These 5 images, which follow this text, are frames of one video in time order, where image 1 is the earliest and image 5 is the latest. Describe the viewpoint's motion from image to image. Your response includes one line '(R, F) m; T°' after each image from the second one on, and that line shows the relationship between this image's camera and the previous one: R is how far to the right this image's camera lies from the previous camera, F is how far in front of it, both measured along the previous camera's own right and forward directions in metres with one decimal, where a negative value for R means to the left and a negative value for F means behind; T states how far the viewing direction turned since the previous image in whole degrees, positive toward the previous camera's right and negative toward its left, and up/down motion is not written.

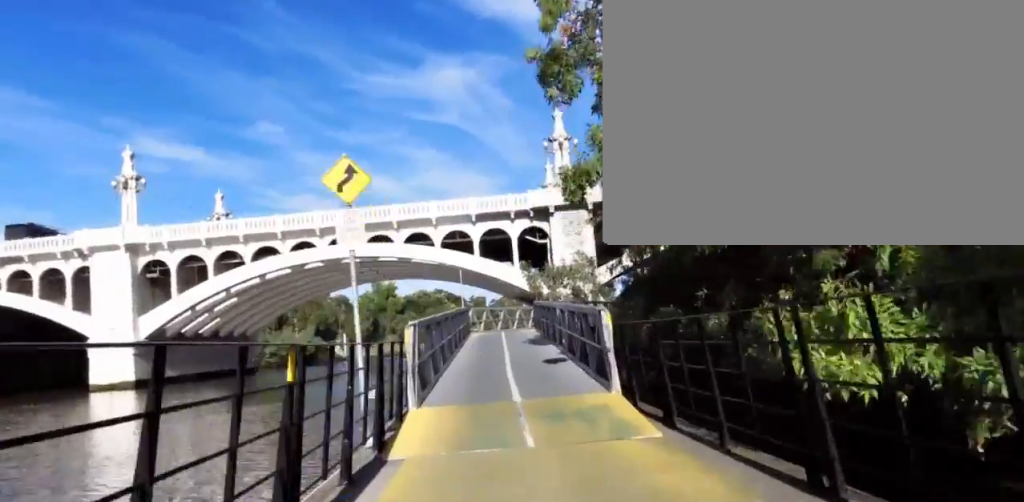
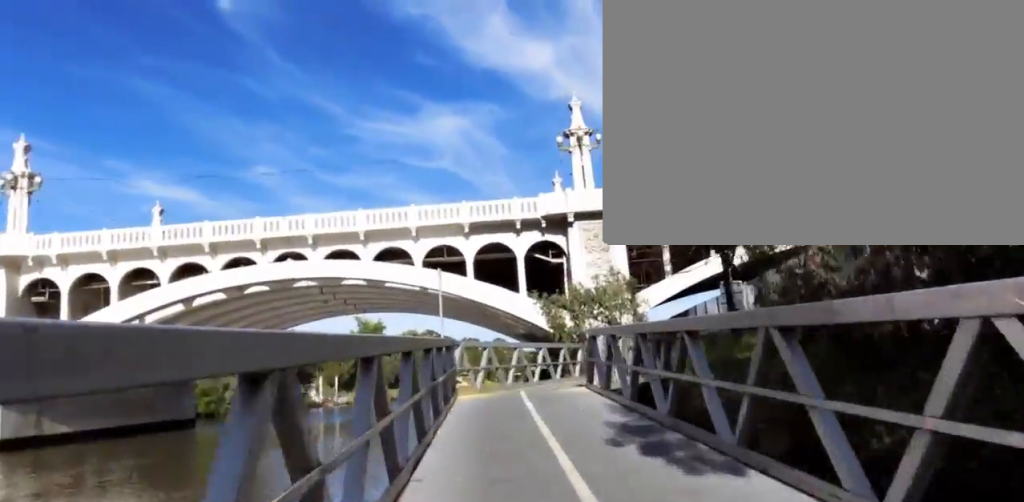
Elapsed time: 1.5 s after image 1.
(0.0, +12.7) m; 0°
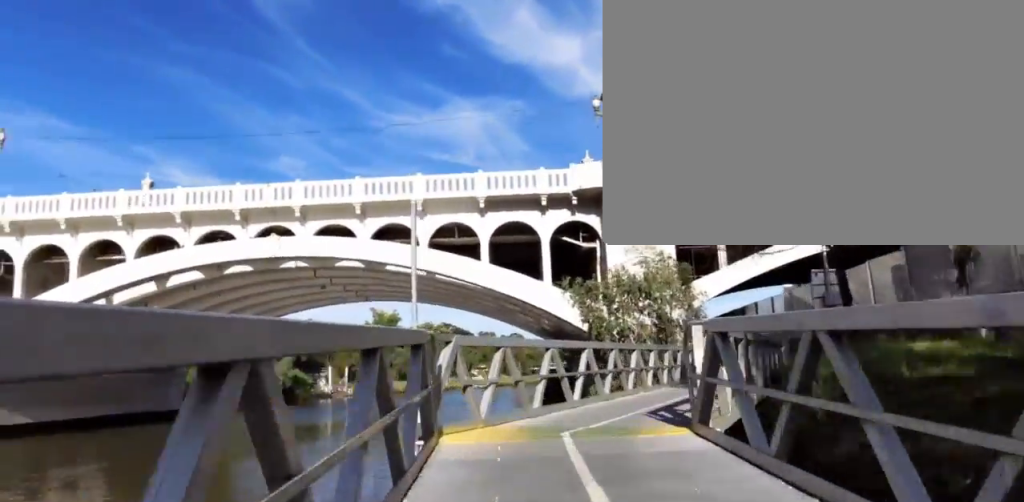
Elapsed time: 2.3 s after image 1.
(0.0, +6.0) m; 0°
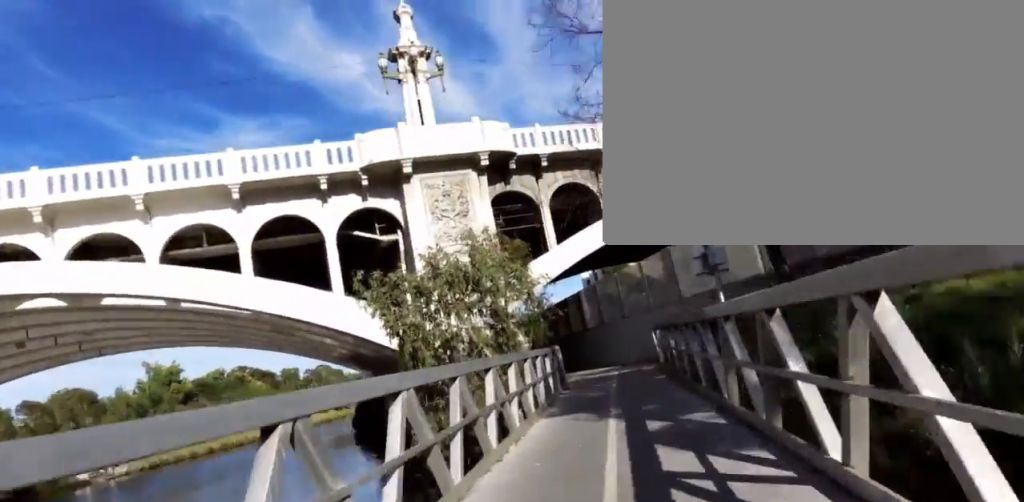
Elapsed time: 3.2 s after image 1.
(0.0, +5.5) m; +14°
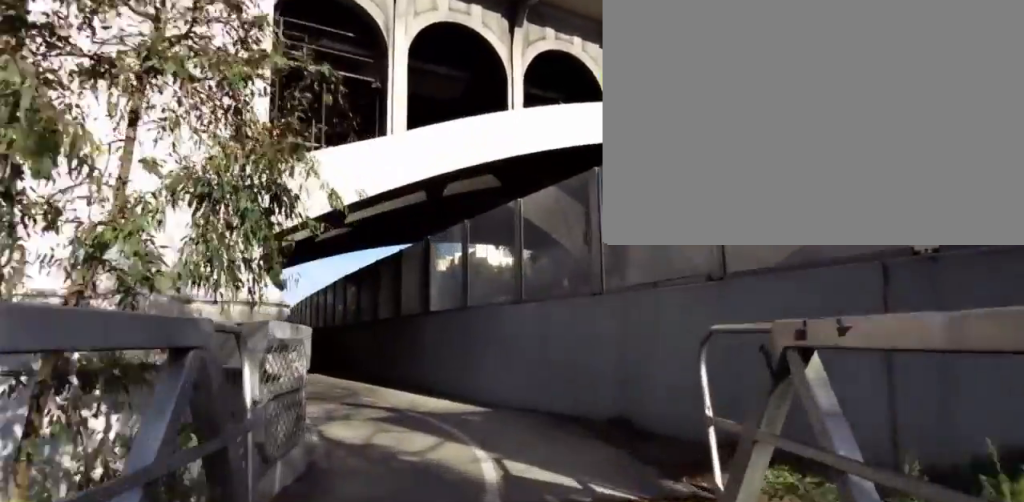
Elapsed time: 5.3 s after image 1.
(+4.2, +10.4) m; +18°
